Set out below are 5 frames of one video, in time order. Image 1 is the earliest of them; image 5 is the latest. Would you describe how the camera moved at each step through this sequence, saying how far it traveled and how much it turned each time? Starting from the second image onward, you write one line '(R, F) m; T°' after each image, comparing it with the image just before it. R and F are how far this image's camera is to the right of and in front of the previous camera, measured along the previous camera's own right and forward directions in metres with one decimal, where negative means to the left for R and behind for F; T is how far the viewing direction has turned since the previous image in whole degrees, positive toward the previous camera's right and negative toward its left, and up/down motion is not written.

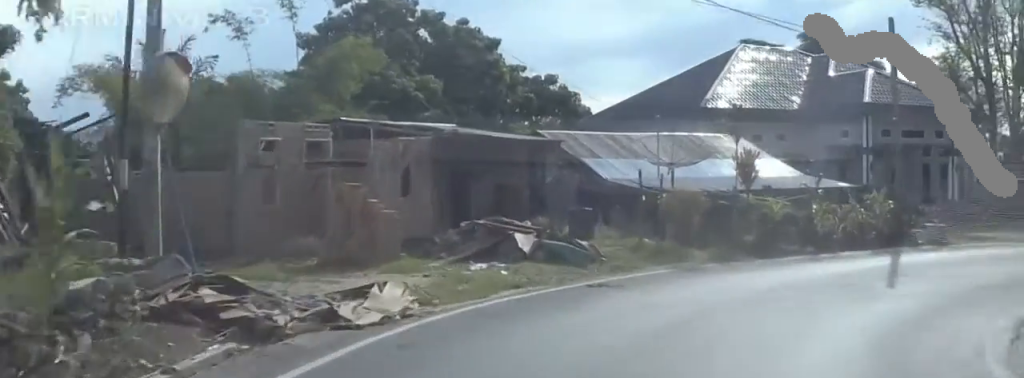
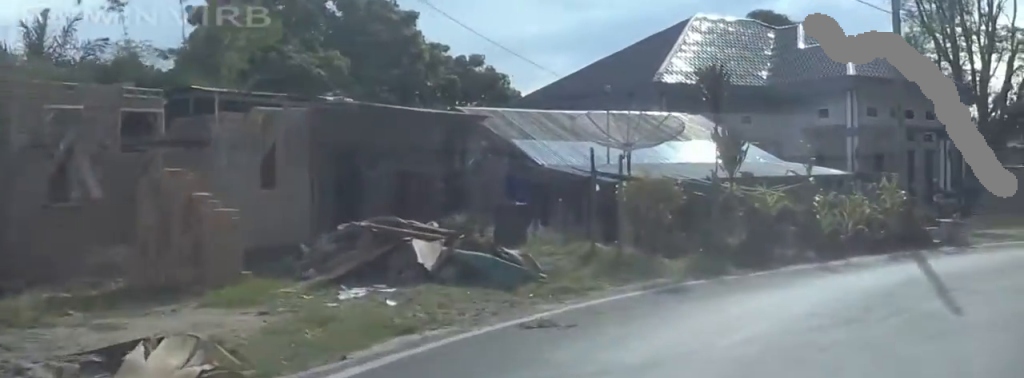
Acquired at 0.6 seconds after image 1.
(-0.1, +5.5) m; +6°
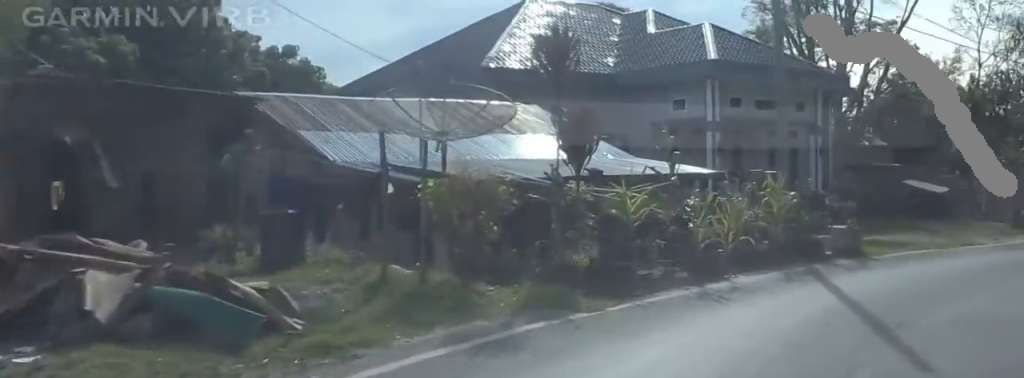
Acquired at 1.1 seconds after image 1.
(+0.2, +4.5) m; +9°
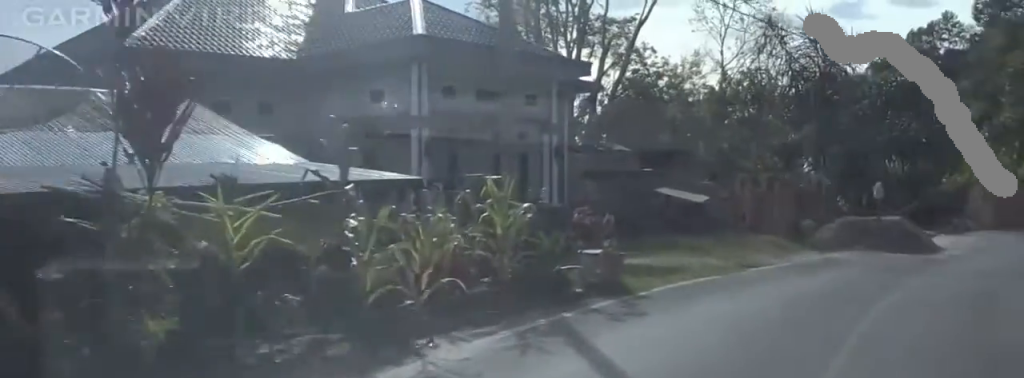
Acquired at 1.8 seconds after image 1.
(+0.6, +6.2) m; +16°
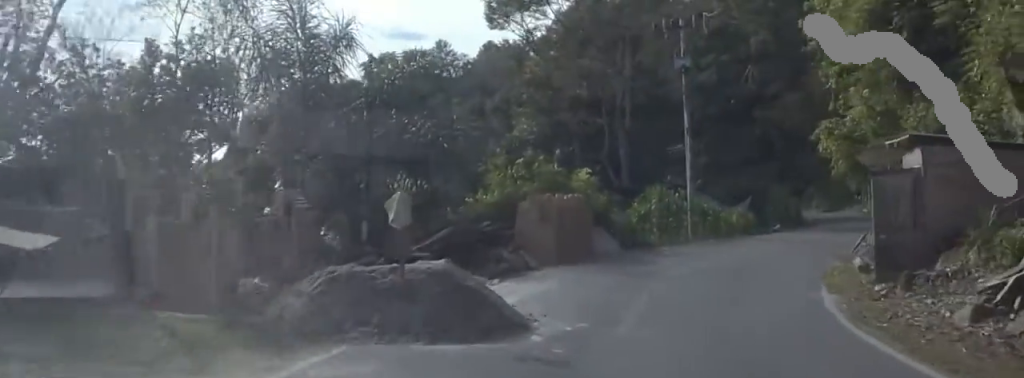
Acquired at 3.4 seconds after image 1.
(+4.4, +12.7) m; +31°
